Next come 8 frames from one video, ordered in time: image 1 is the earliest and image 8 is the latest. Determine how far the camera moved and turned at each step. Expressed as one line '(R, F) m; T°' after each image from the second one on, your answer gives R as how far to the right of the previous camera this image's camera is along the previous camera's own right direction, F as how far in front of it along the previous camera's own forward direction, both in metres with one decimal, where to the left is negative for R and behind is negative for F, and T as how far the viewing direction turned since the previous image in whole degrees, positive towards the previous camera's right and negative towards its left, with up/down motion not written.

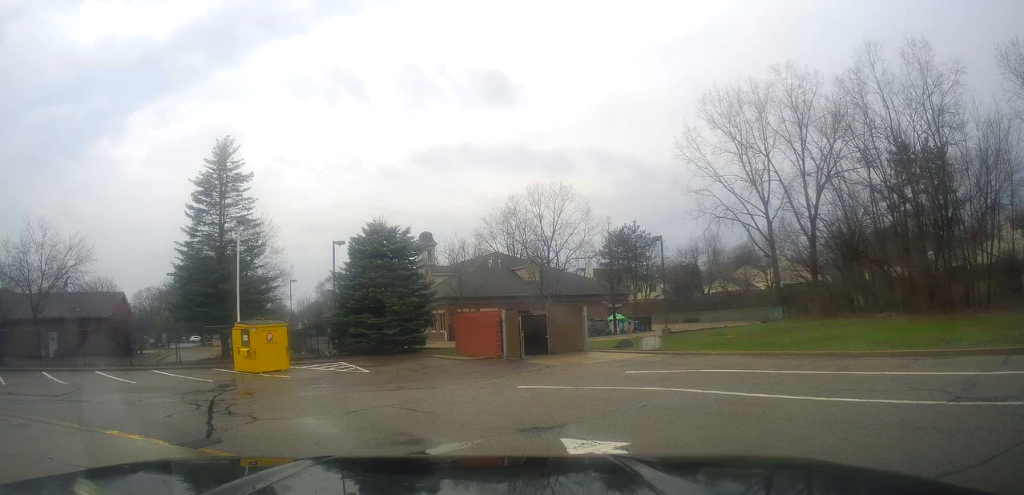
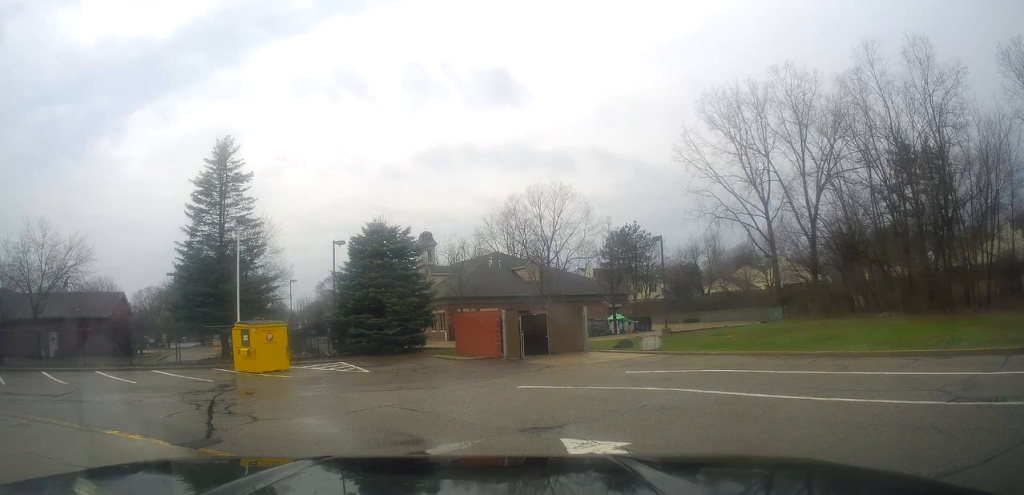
(0.0, 0.0) m; 0°
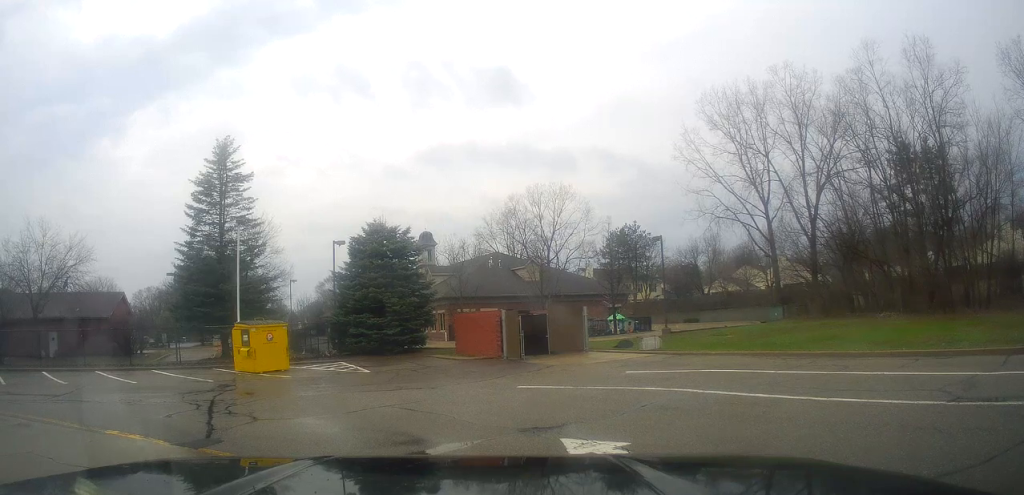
(0.0, 0.0) m; 0°
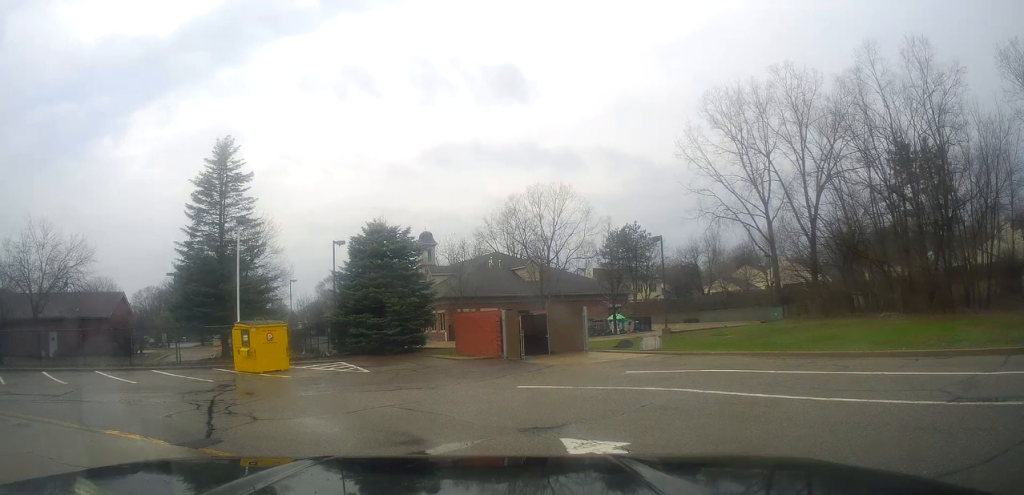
(0.0, 0.0) m; 0°
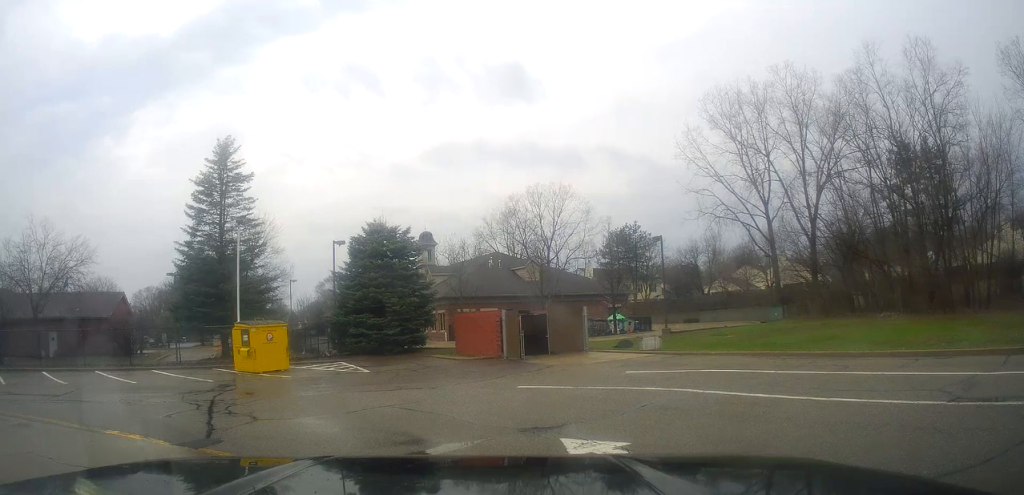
(0.0, 0.0) m; 0°
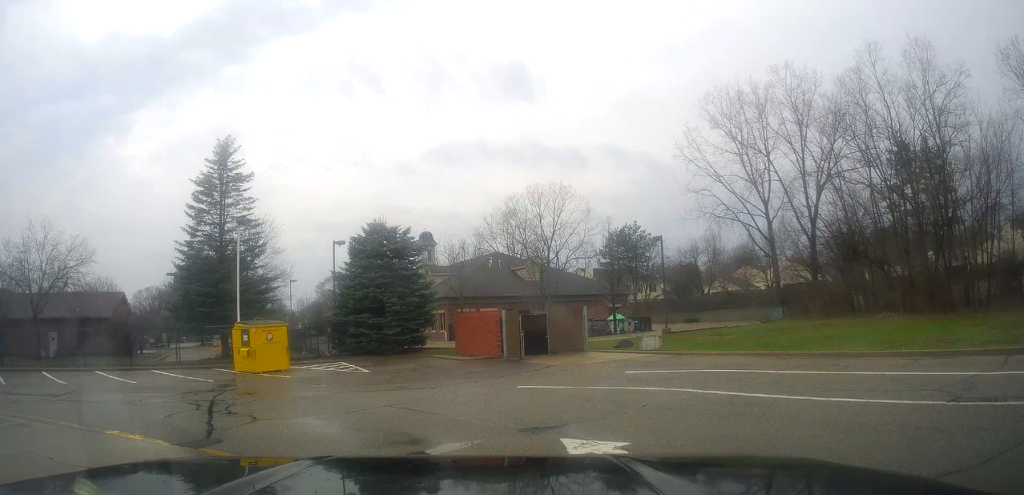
(0.0, 0.0) m; 0°
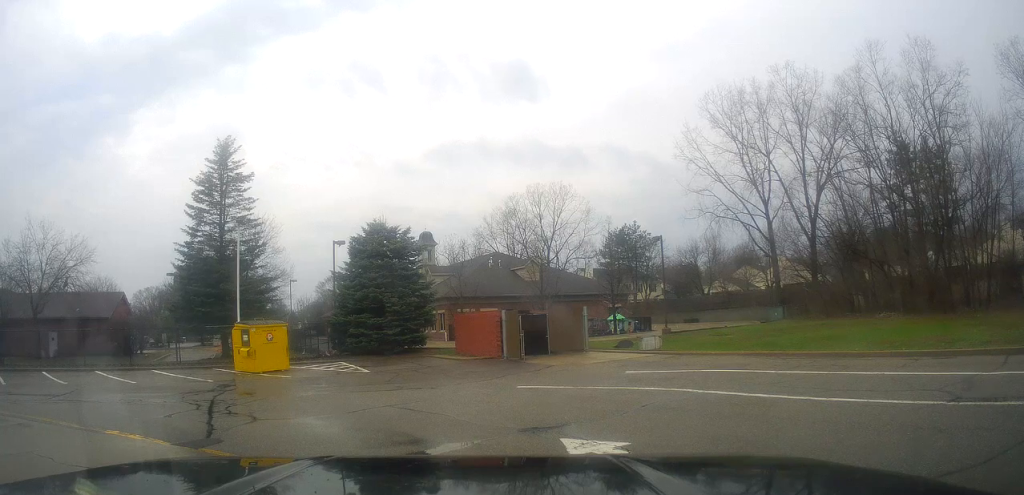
(0.0, 0.0) m; 0°
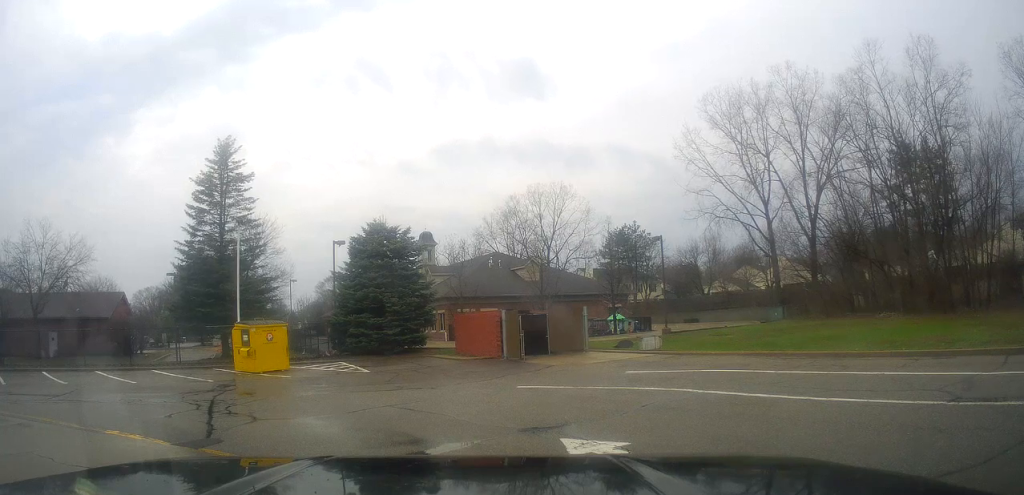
(0.0, 0.0) m; 0°
